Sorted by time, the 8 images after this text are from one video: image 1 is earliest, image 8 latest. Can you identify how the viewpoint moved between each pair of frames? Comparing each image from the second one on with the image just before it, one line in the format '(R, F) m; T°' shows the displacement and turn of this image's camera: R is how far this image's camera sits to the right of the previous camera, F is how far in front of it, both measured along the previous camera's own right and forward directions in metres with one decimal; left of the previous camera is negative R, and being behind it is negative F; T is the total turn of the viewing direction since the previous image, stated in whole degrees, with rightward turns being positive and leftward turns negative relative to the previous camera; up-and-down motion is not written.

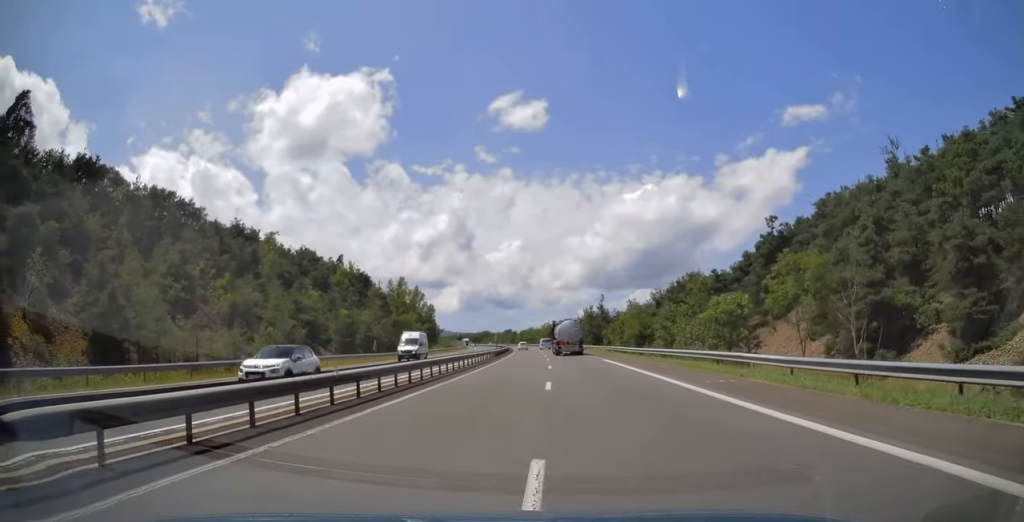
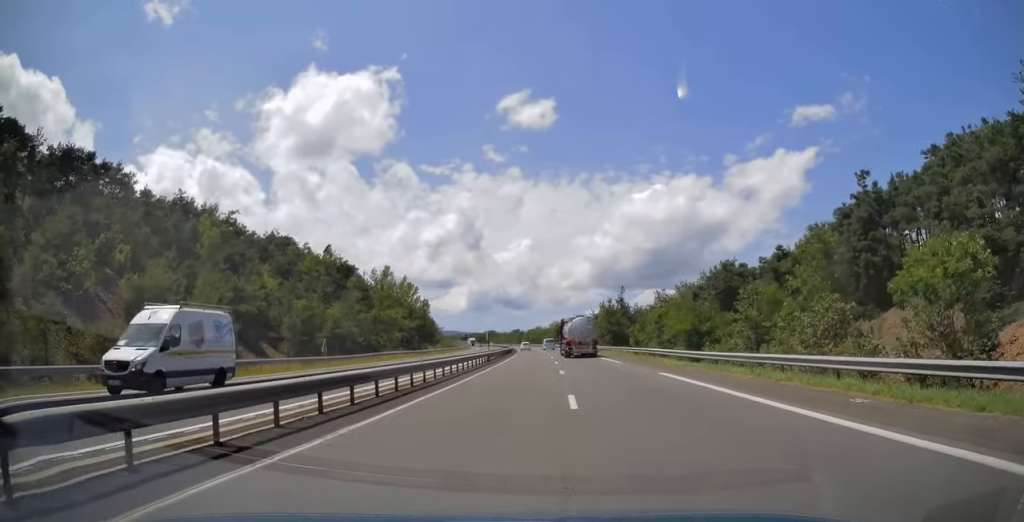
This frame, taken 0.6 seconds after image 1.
(-0.2, +18.0) m; 0°
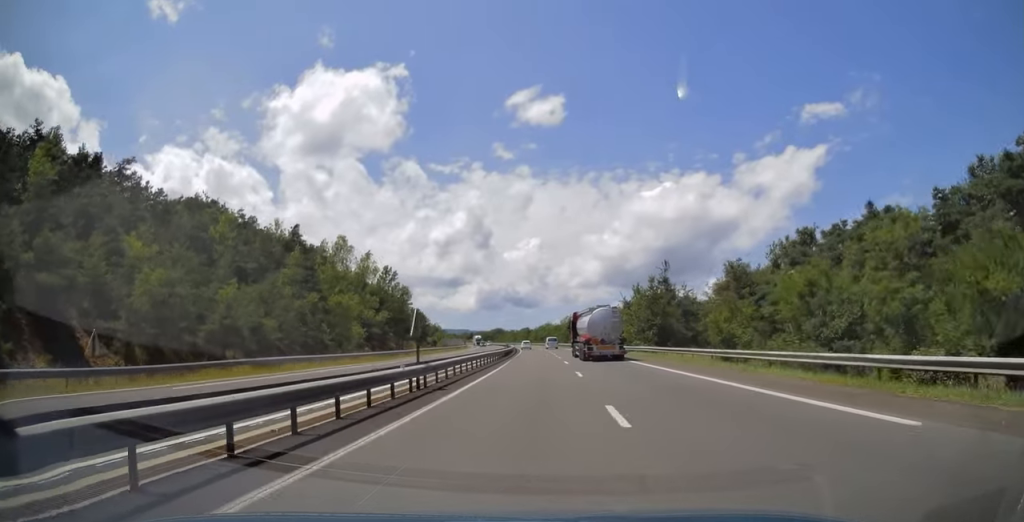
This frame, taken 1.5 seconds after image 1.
(-0.1, +28.7) m; -2°
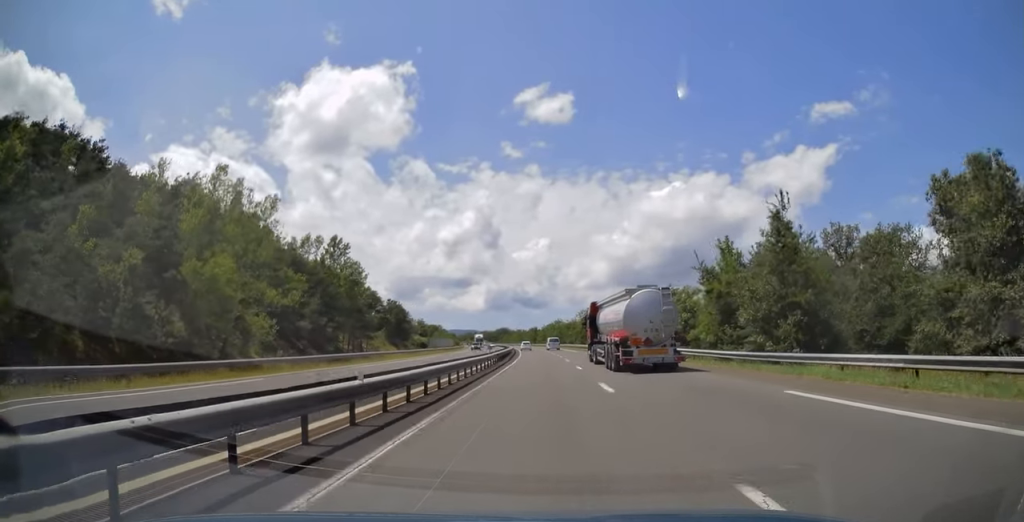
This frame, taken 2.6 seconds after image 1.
(-0.8, +32.8) m; -1°
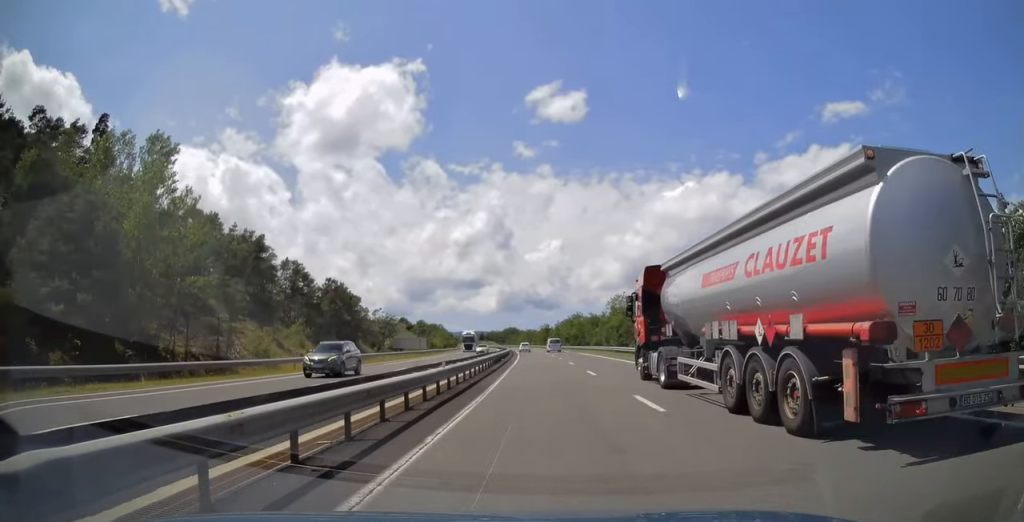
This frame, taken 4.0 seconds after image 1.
(0.0, +43.3) m; -1°
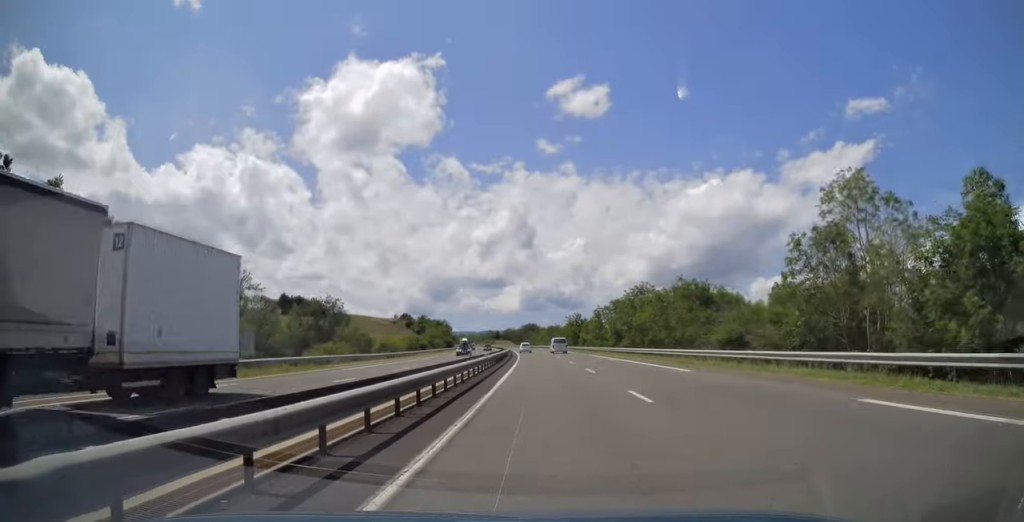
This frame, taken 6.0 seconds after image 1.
(-0.8, +62.7) m; -1°
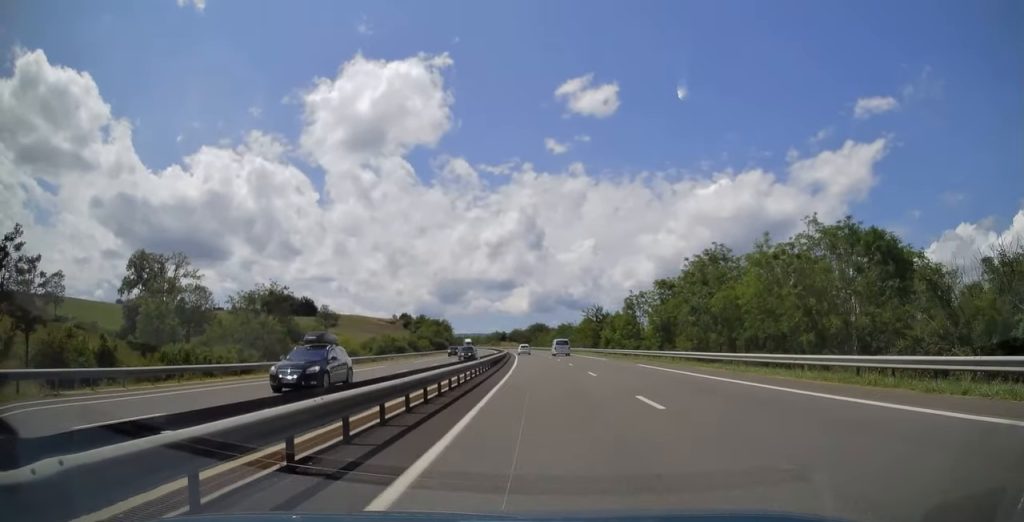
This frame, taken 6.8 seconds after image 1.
(-0.3, +26.7) m; -1°
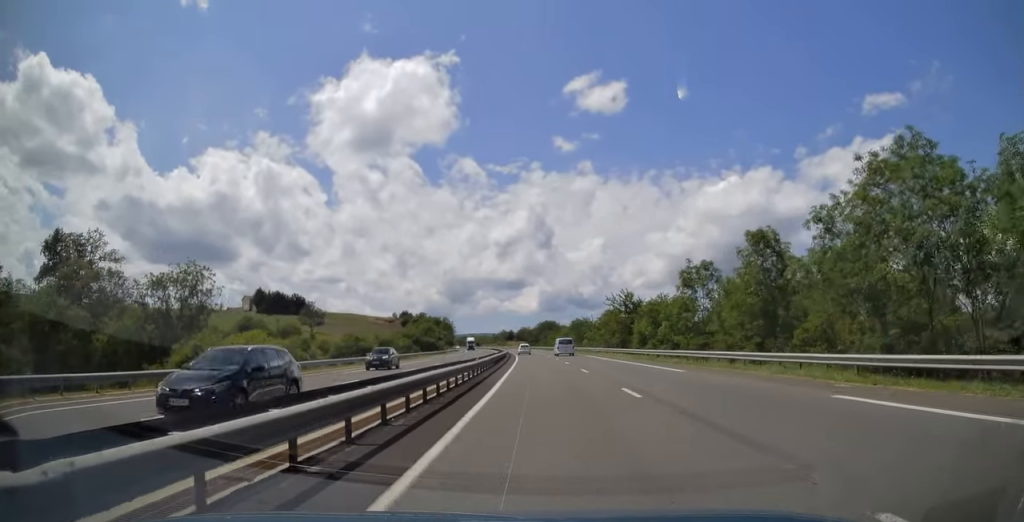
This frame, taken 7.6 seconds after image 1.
(-0.3, +23.7) m; -1°
